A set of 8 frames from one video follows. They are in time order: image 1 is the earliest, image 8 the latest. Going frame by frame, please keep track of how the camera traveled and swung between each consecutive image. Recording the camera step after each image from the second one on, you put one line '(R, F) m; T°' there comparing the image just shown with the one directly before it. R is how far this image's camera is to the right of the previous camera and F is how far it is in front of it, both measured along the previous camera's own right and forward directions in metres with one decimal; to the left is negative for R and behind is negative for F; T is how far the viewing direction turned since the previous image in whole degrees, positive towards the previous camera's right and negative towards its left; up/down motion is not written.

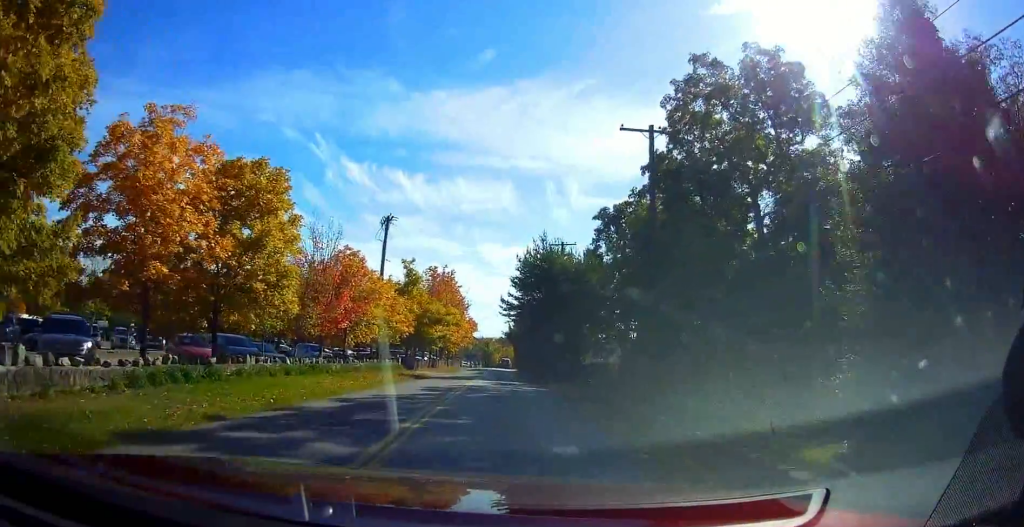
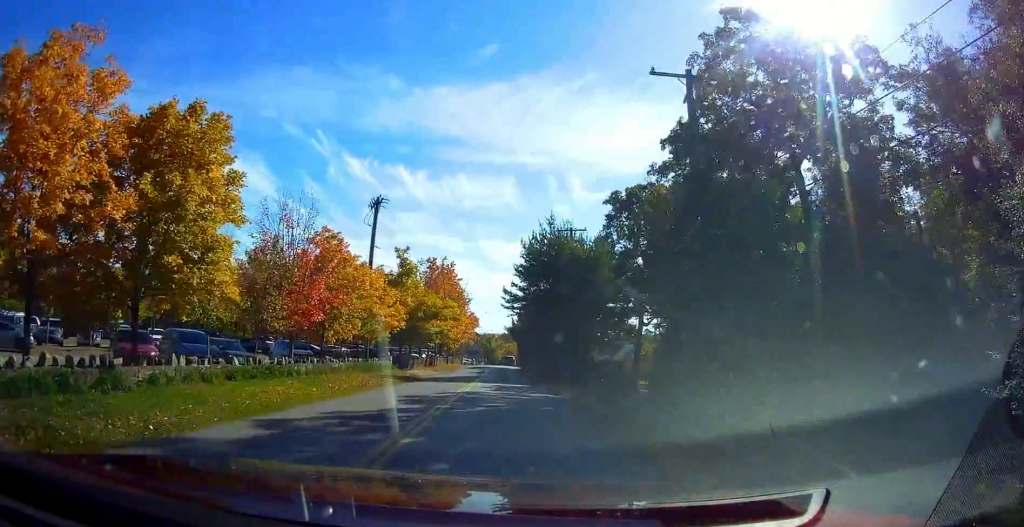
(0.0, +4.6) m; 0°
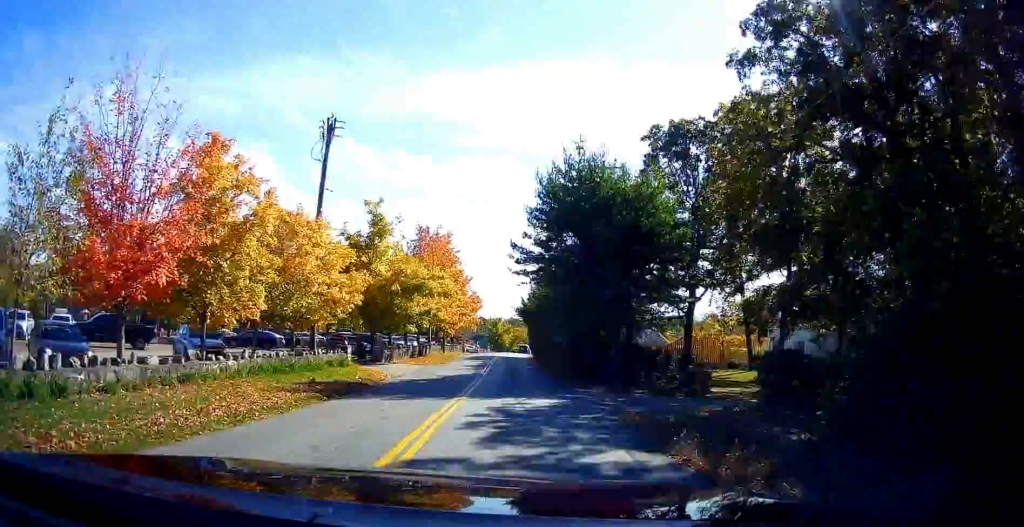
(0.0, +12.7) m; +1°
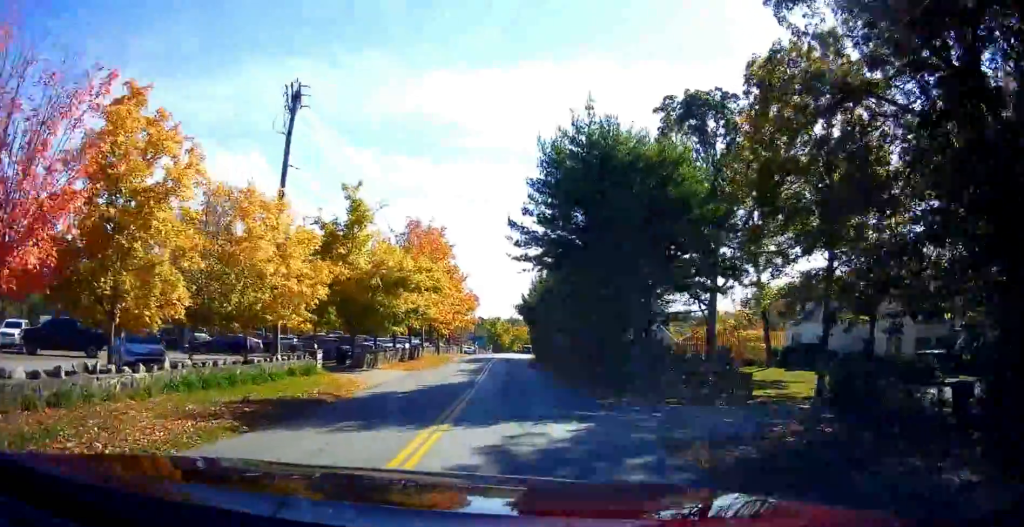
(0.0, +4.5) m; +3°
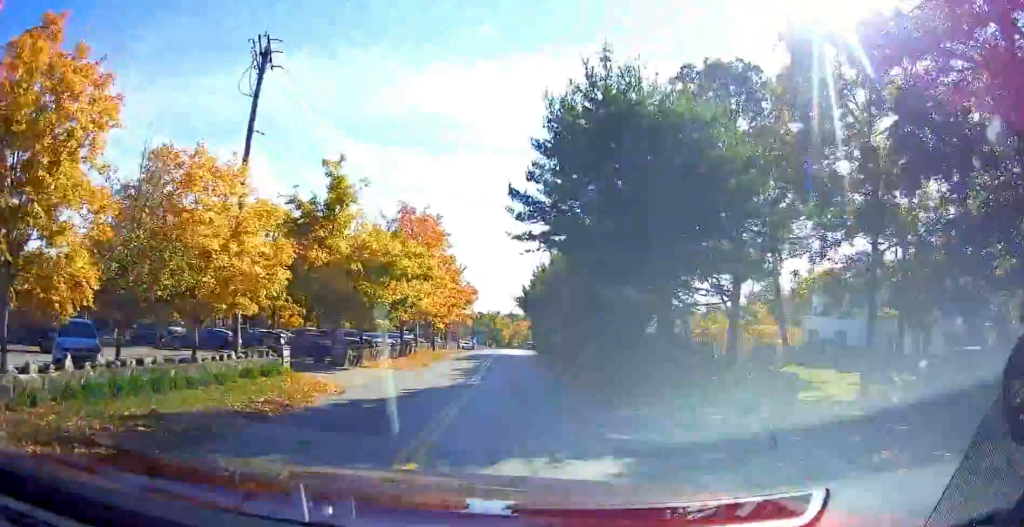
(0.0, +3.8) m; +2°
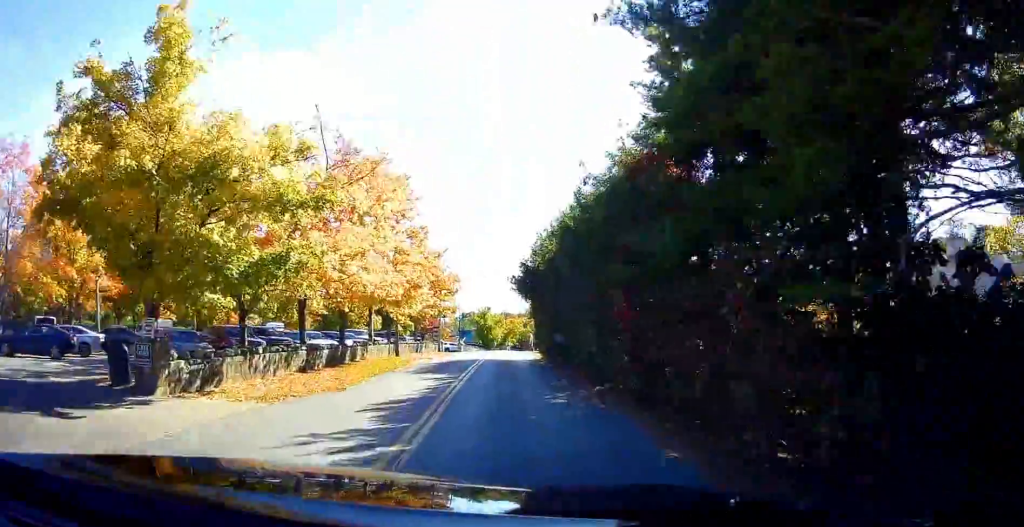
(0.0, +14.5) m; 0°
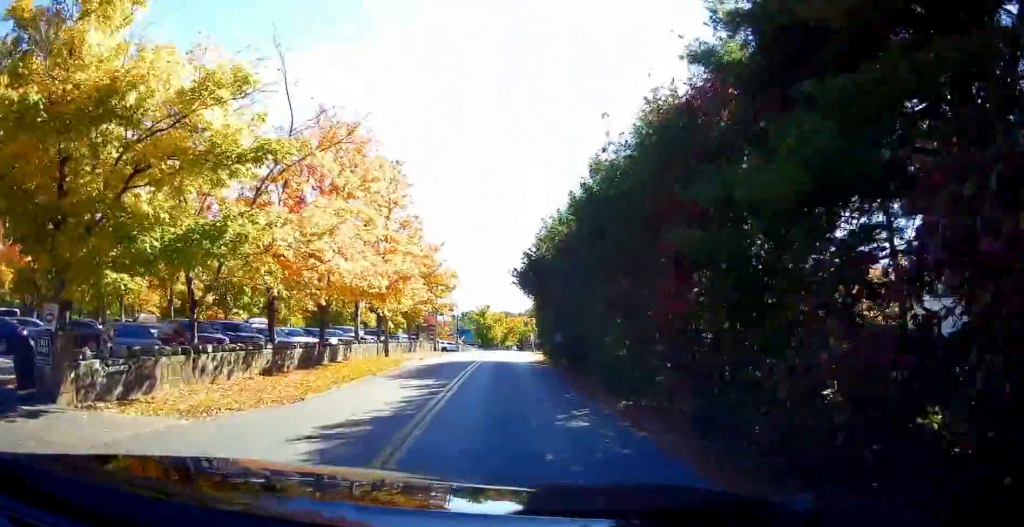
(+0.3, +3.2) m; 0°
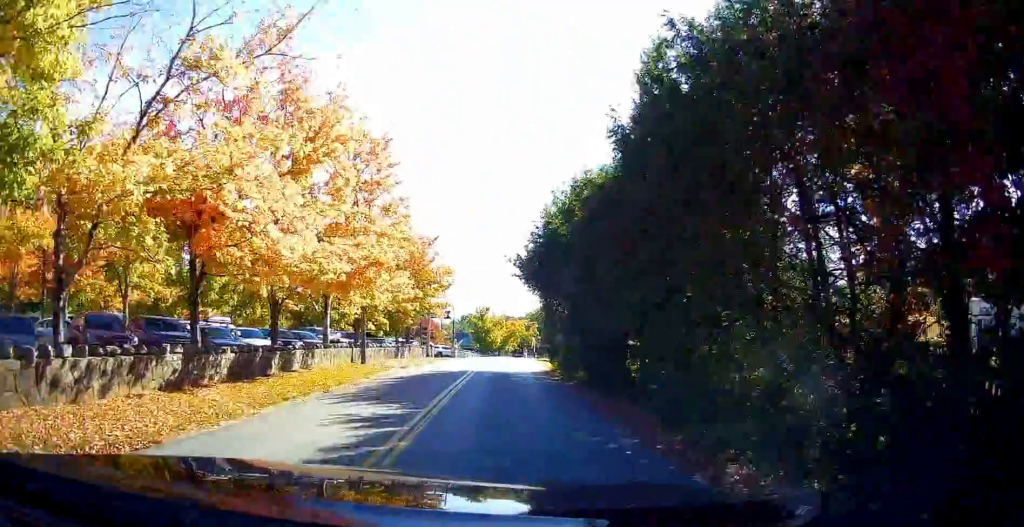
(-0.1, +6.0) m; -3°
